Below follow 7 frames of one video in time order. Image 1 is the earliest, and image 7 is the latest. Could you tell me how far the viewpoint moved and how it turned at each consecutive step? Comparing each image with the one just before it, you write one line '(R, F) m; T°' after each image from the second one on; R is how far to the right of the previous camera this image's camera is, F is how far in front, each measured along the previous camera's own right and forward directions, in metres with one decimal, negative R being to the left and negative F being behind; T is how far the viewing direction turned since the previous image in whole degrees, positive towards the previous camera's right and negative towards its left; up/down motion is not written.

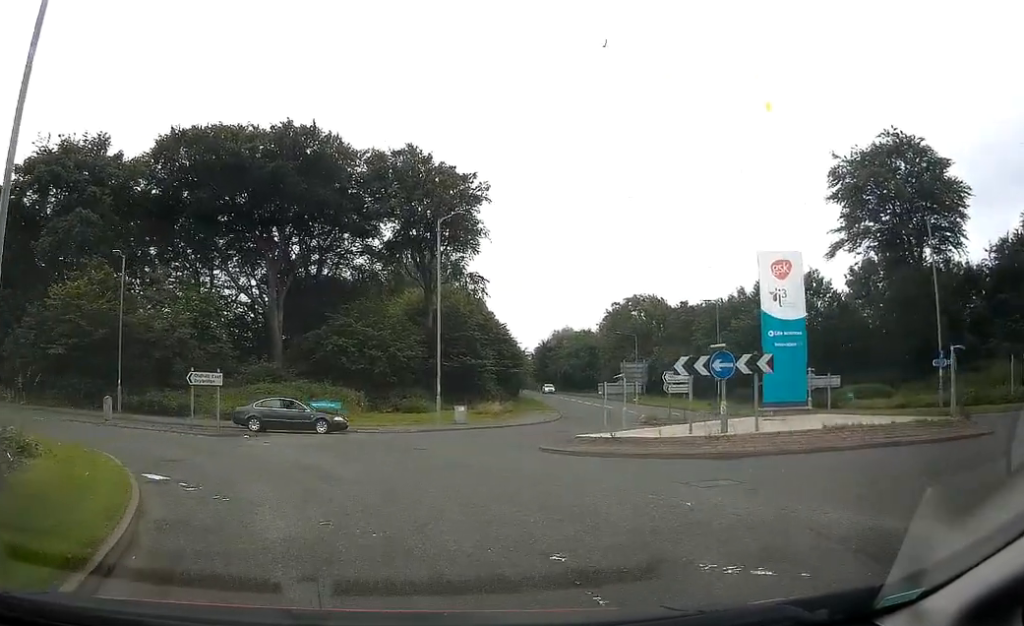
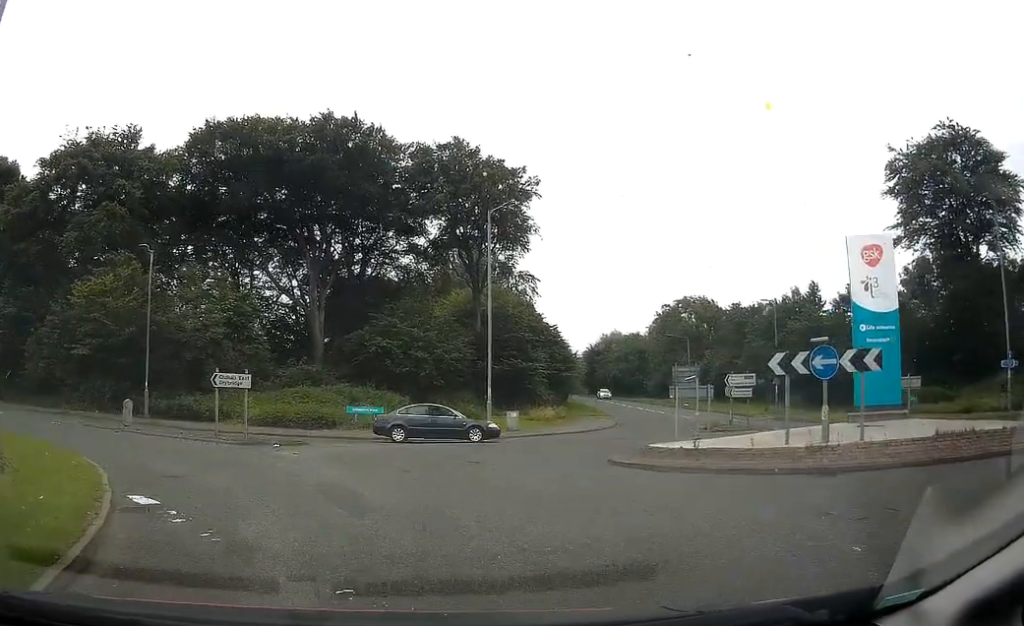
(-0.1, +2.4) m; -5°
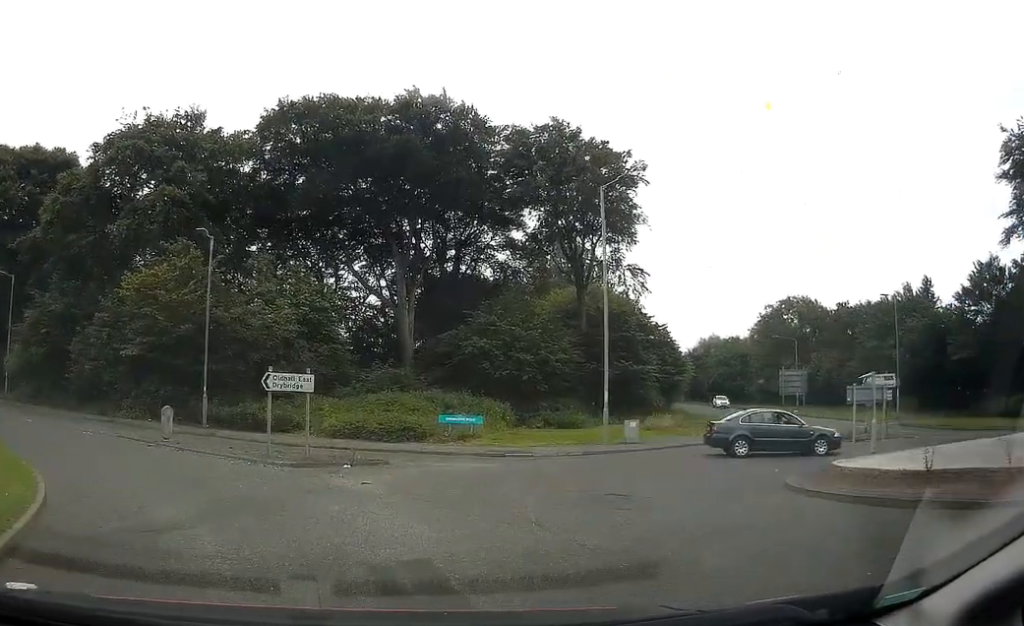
(-0.4, +4.5) m; -7°
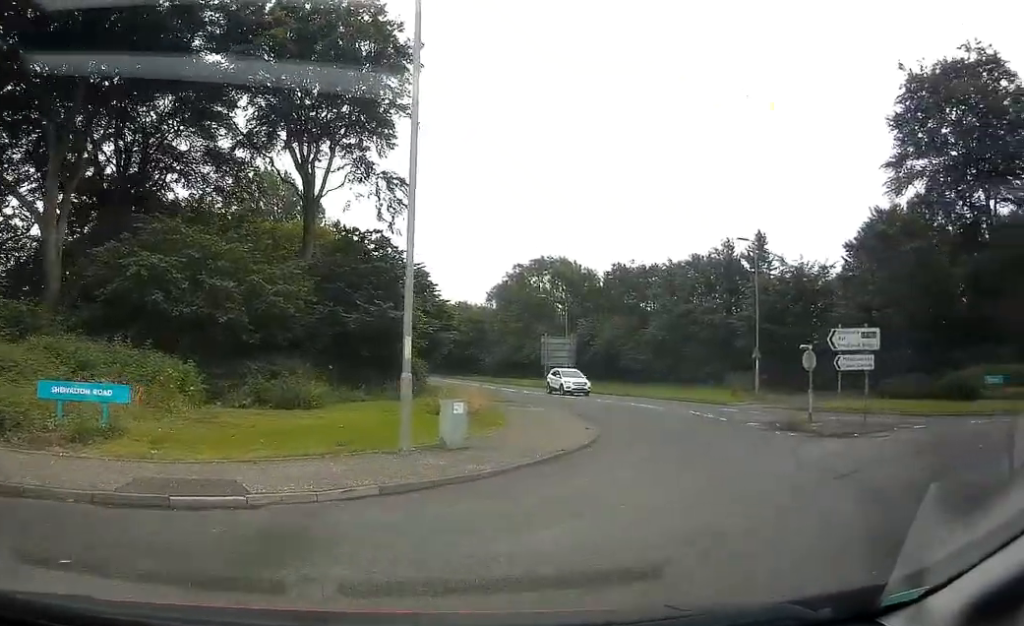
(+1.9, +14.4) m; +28°
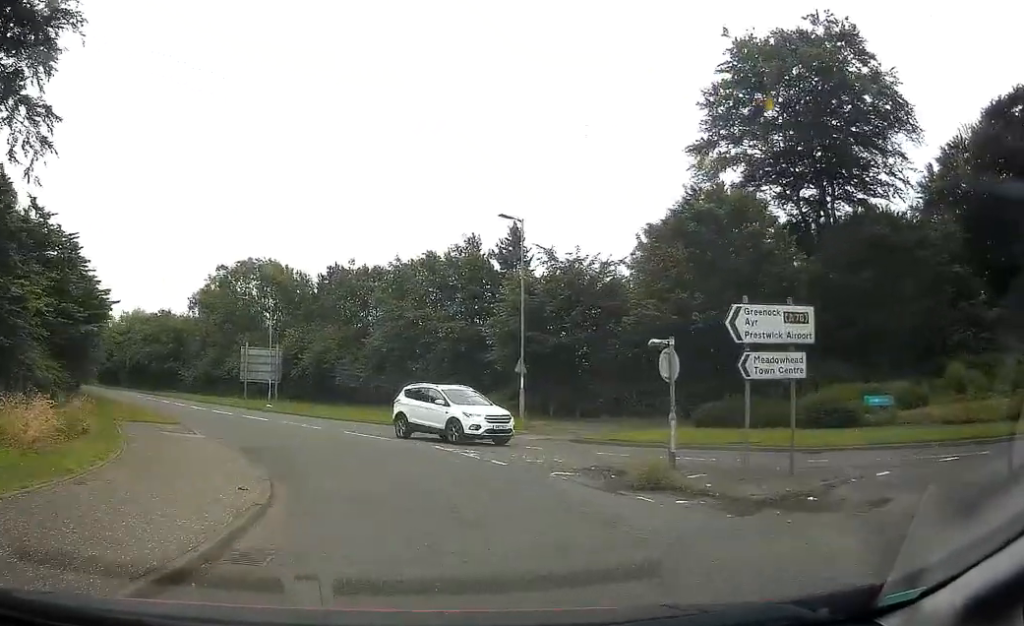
(+2.4, +9.3) m; +18°
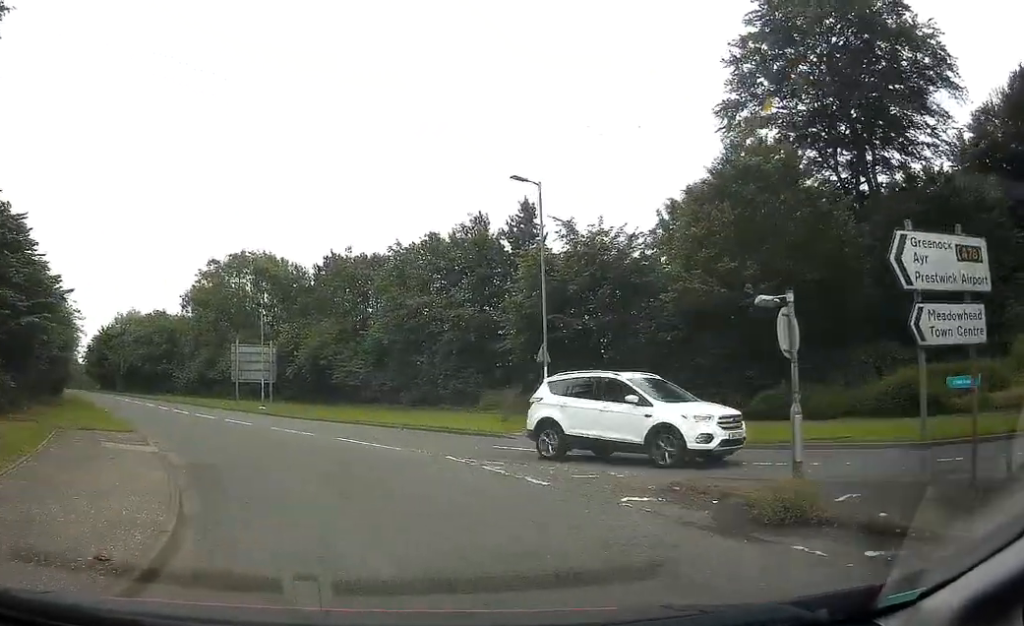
(+0.1, +4.3) m; 0°
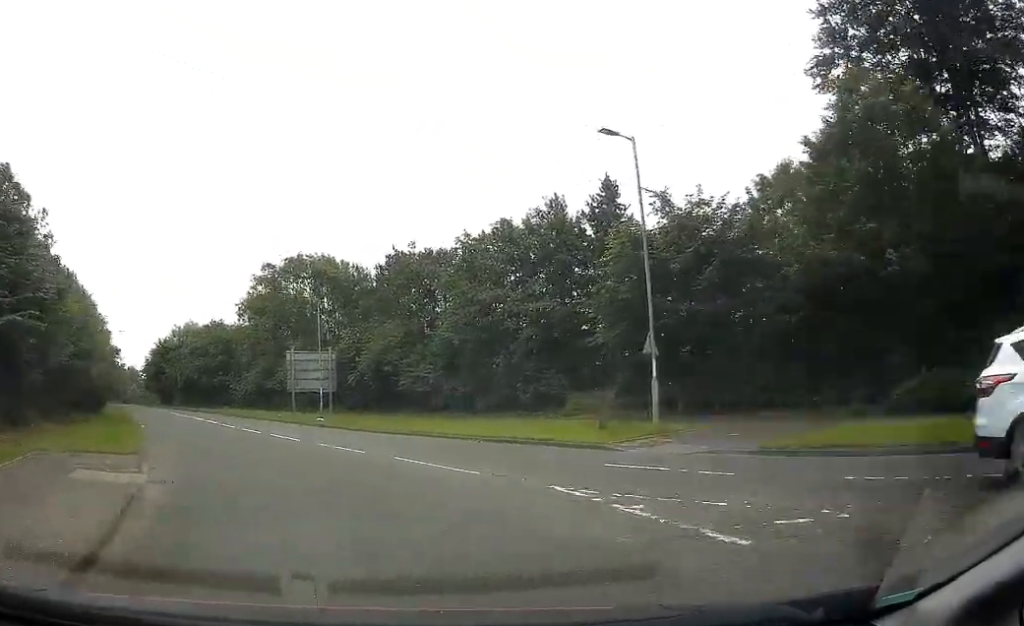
(0.0, +4.1) m; -4°
